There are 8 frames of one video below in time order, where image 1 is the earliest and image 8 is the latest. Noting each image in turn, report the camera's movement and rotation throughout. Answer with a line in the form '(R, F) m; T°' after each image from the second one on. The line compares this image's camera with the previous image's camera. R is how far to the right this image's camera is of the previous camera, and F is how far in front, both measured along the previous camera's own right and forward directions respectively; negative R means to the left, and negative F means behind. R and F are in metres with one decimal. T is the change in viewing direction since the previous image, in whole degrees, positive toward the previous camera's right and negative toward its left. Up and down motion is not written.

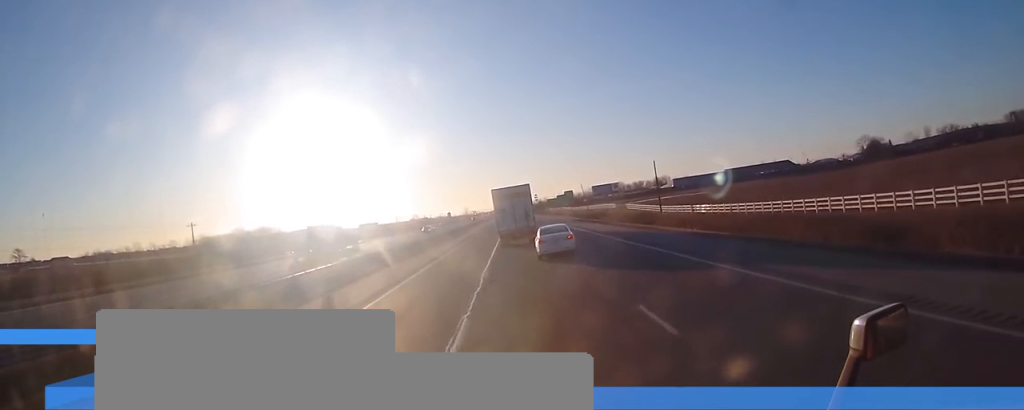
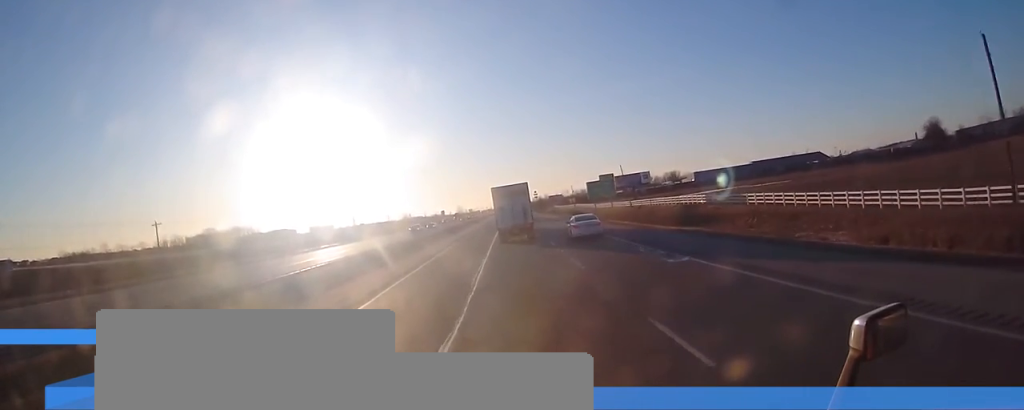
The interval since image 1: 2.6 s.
(0.0, +74.0) m; 0°
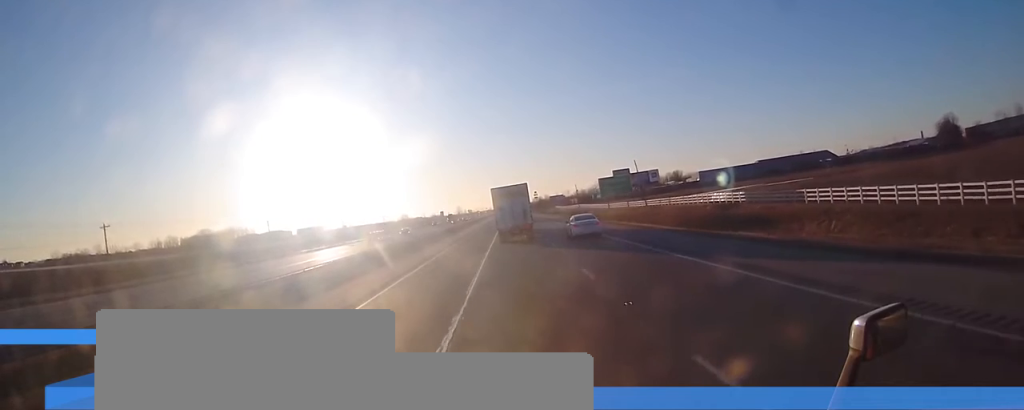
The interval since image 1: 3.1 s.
(+0.2, +14.9) m; 0°
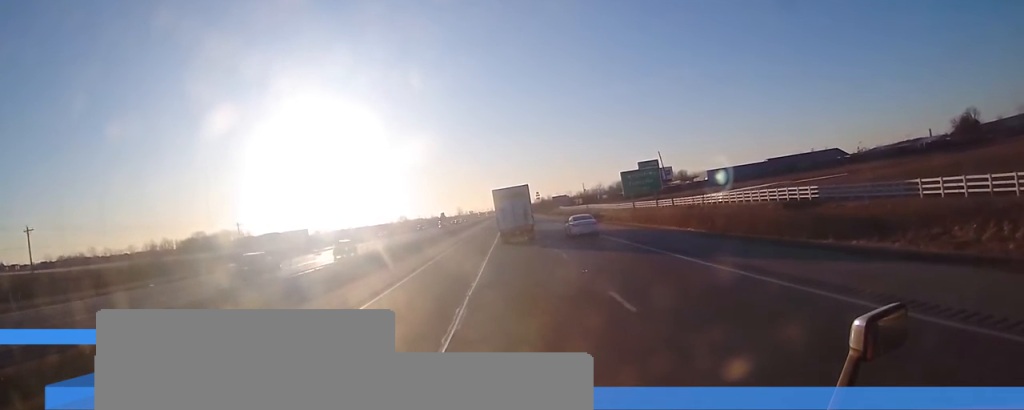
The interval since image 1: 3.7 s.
(+0.1, +17.3) m; 0°
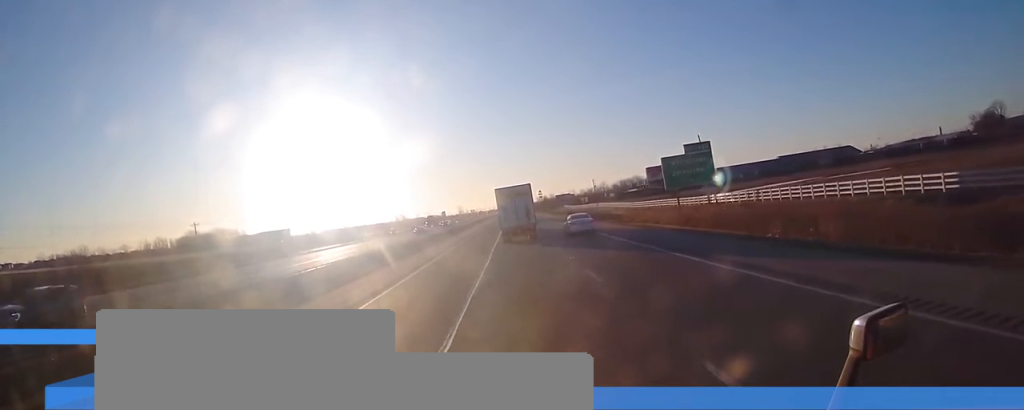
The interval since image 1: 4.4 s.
(0.0, +19.2) m; 0°
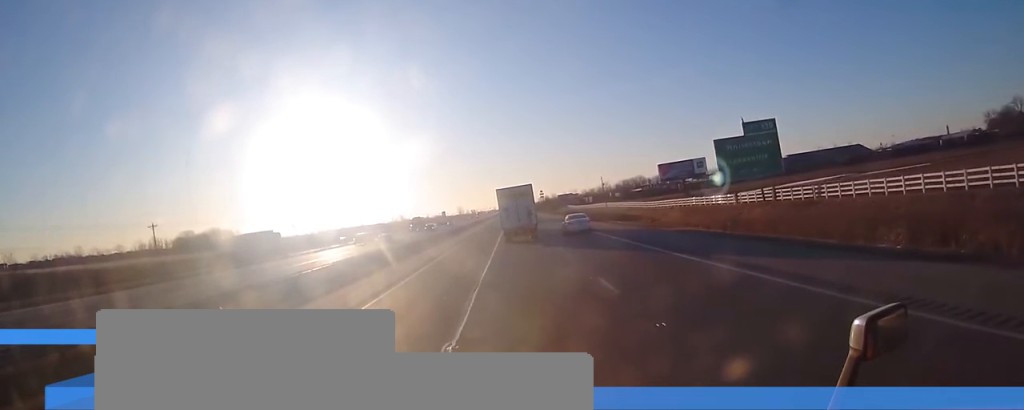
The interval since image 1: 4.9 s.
(0.0, +14.4) m; 0°
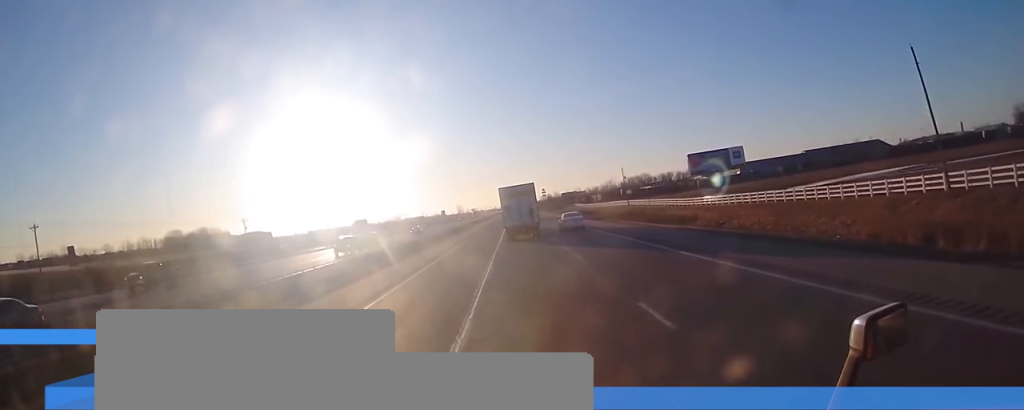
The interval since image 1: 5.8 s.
(-0.3, +28.3) m; 0°
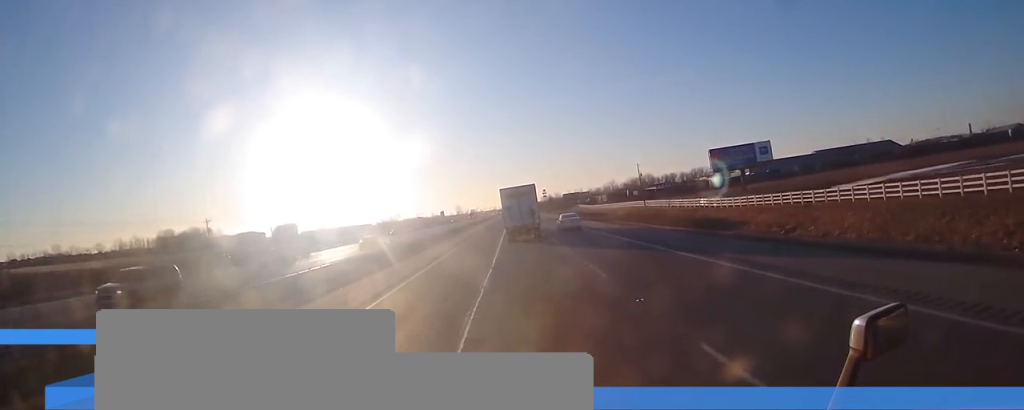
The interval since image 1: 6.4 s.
(-0.1, +16.2) m; 0°
